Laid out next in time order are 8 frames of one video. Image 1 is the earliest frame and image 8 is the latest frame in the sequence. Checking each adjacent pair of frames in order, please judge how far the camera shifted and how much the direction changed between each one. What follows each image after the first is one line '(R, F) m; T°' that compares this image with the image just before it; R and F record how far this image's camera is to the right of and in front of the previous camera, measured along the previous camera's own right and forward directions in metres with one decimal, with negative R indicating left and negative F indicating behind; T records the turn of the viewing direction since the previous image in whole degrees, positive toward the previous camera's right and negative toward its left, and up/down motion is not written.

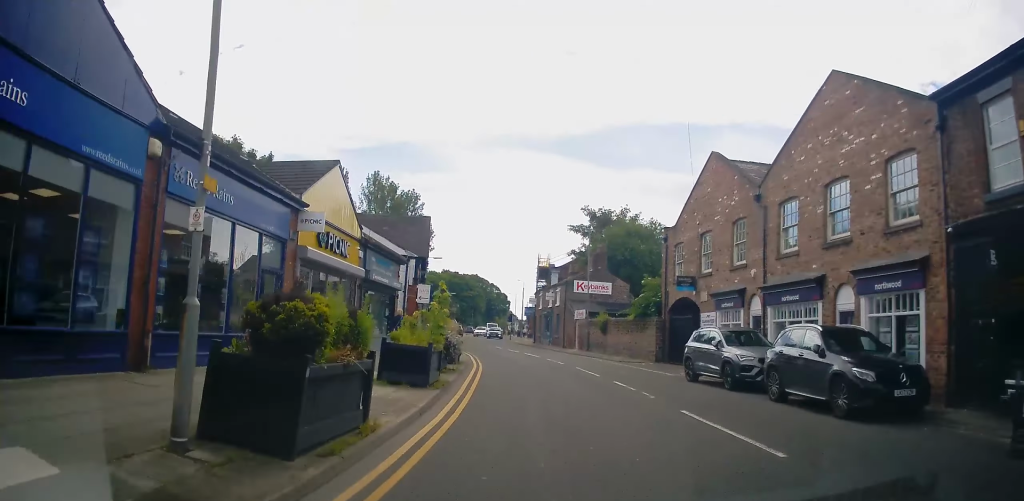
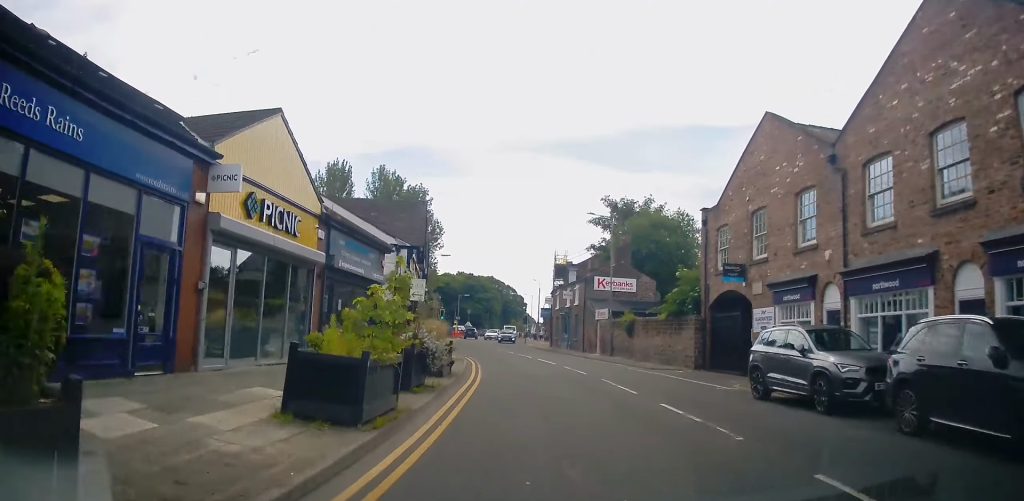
(+0.1, +5.0) m; -2°
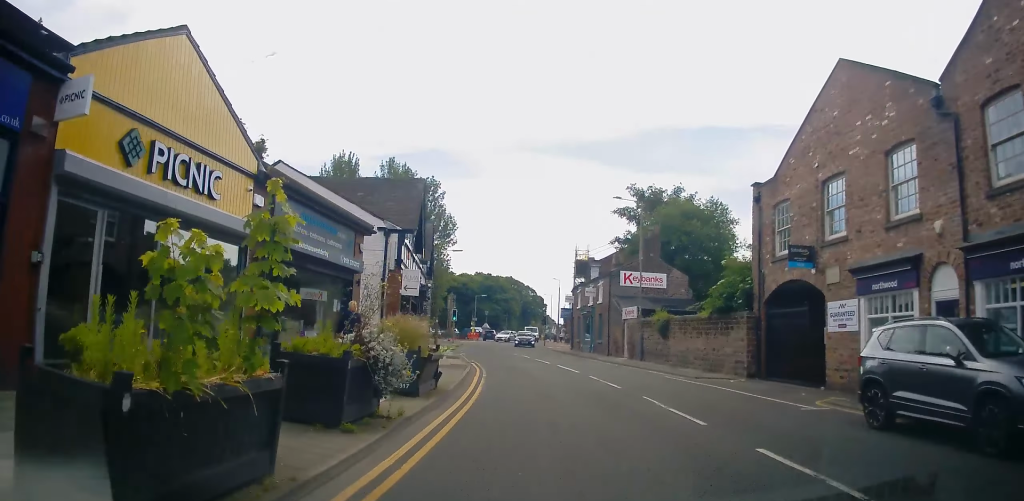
(-0.1, +4.5) m; -3°
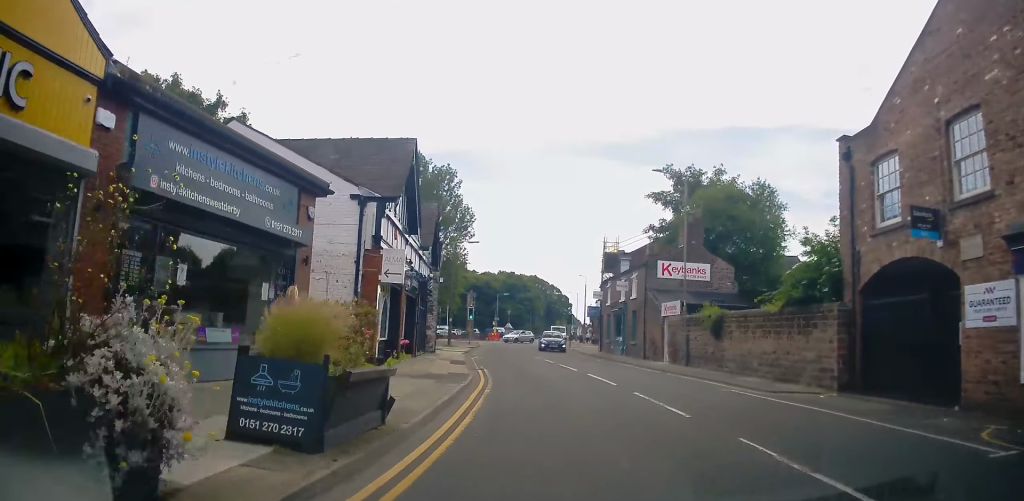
(-0.1, +5.3) m; -4°
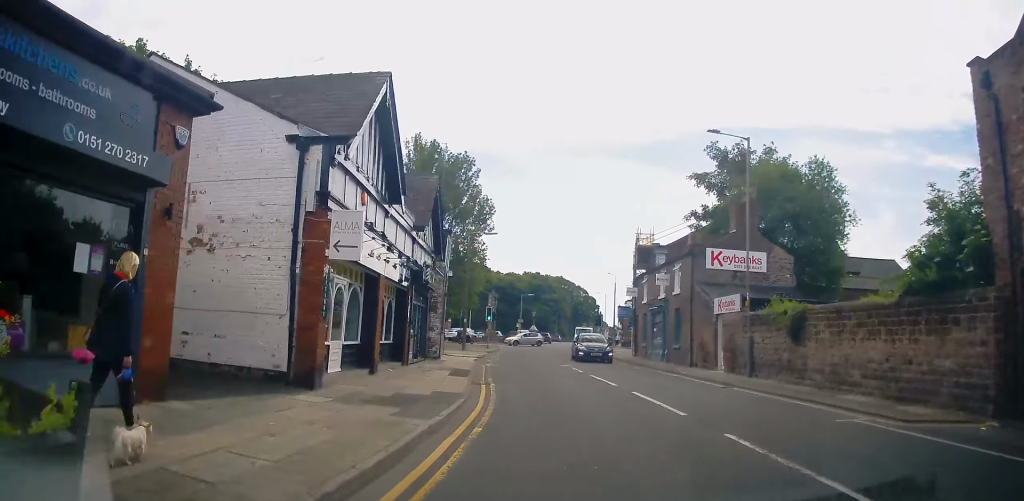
(-0.3, +5.4) m; -2°
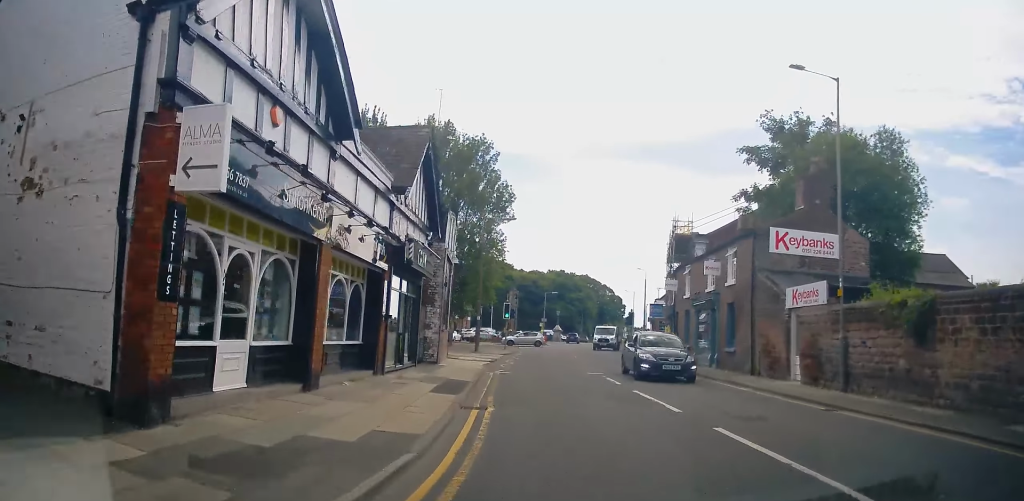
(-0.1, +5.4) m; -2°
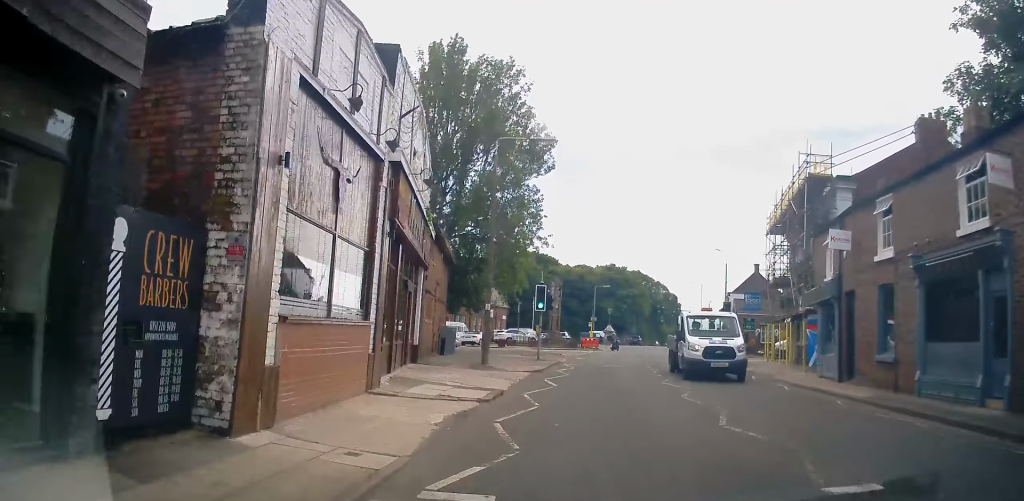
(-0.8, +15.8) m; -2°
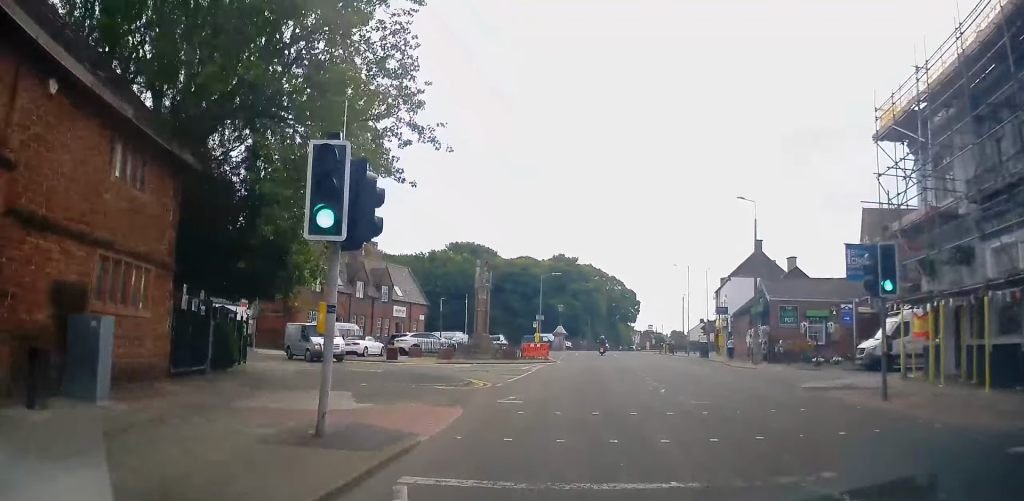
(+0.6, +19.9) m; +3°
